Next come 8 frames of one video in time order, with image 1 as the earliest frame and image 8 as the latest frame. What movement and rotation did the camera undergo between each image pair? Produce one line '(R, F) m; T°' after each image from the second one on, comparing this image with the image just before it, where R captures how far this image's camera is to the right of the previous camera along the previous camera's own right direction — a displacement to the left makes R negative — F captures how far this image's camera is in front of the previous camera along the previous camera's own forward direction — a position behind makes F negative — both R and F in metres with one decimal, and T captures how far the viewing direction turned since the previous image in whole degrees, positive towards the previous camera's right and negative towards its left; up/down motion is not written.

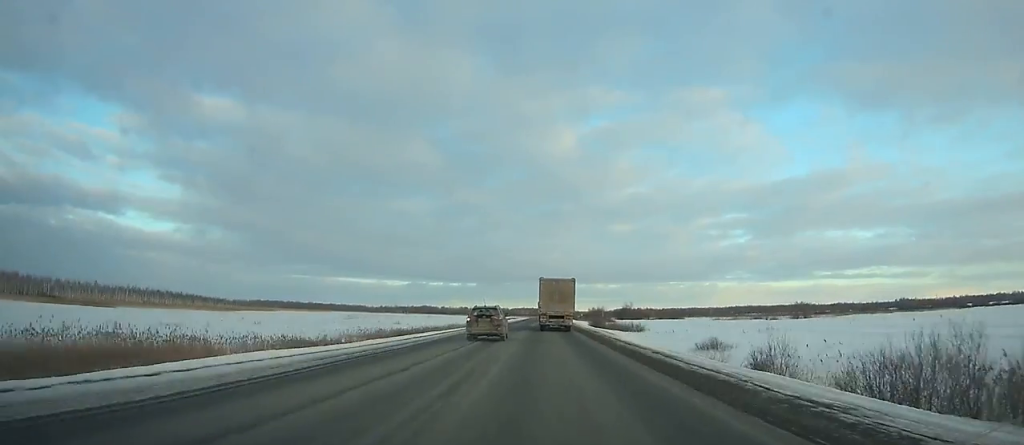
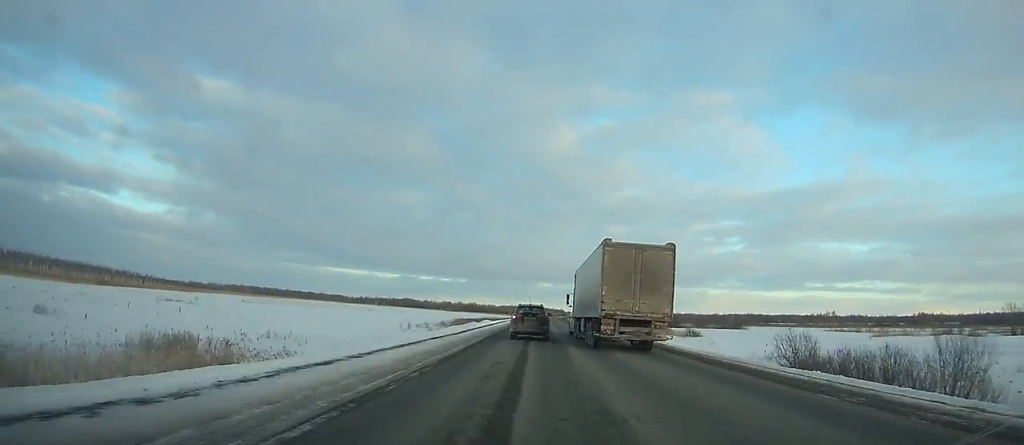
(+0.2, +92.6) m; +1°
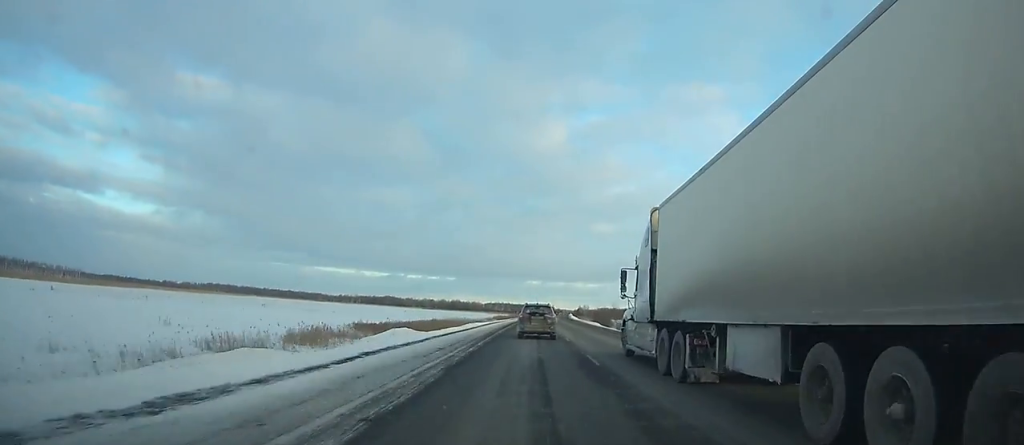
(+0.7, +74.0) m; +1°
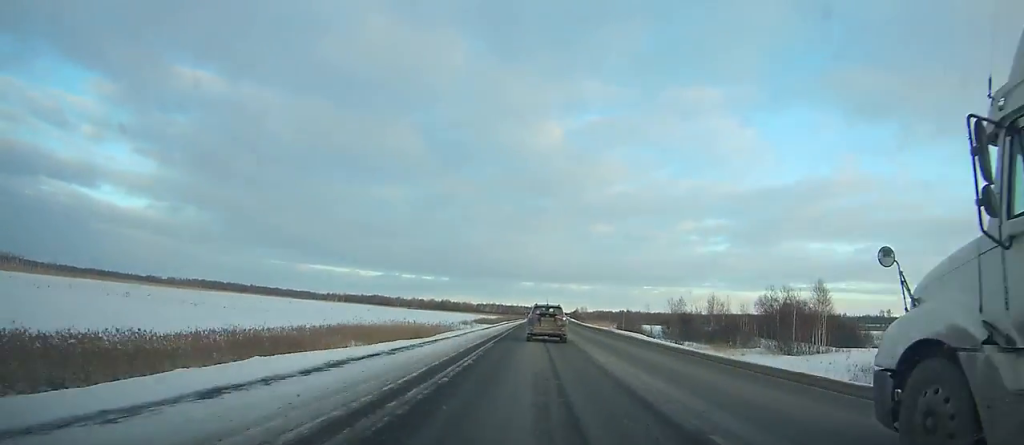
(-0.1, +45.2) m; +1°
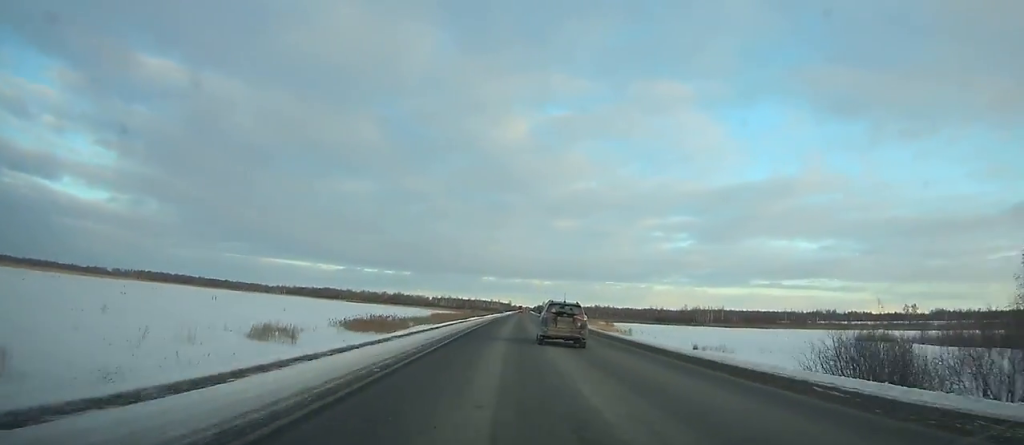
(+1.4, +76.7) m; +2°
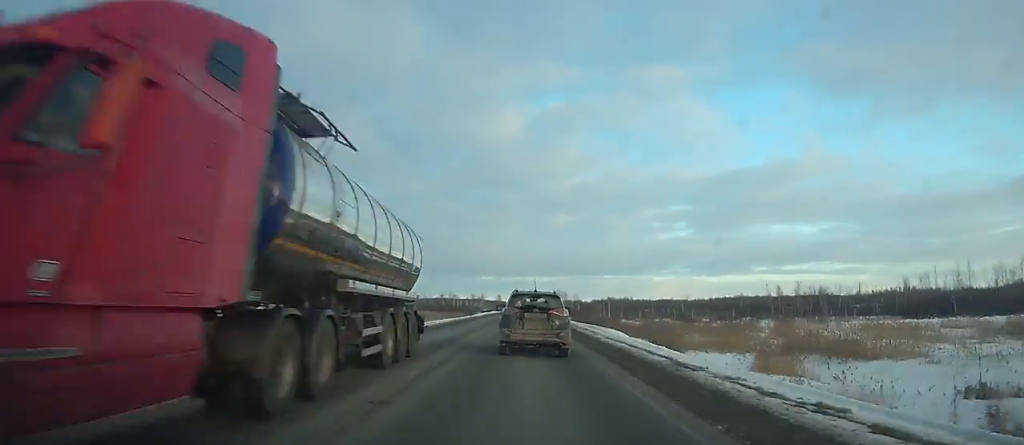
(+3.8, +184.8) m; +1°
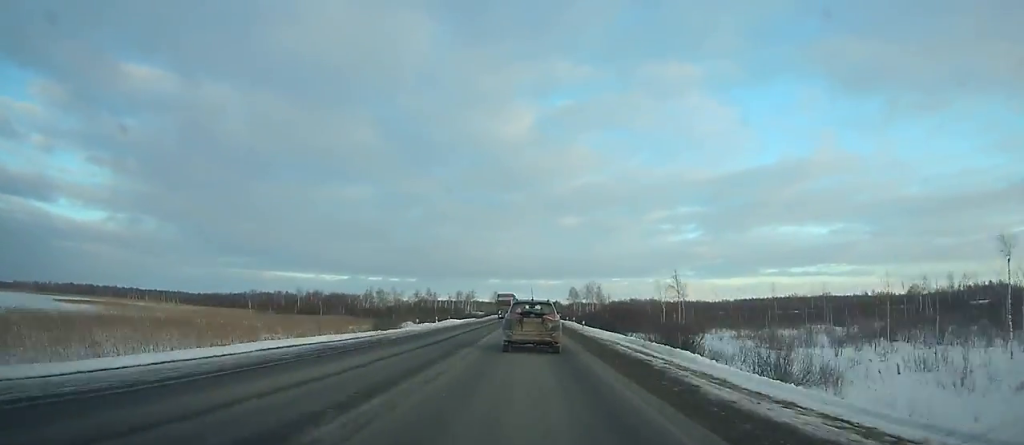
(-0.5, +128.8) m; 0°
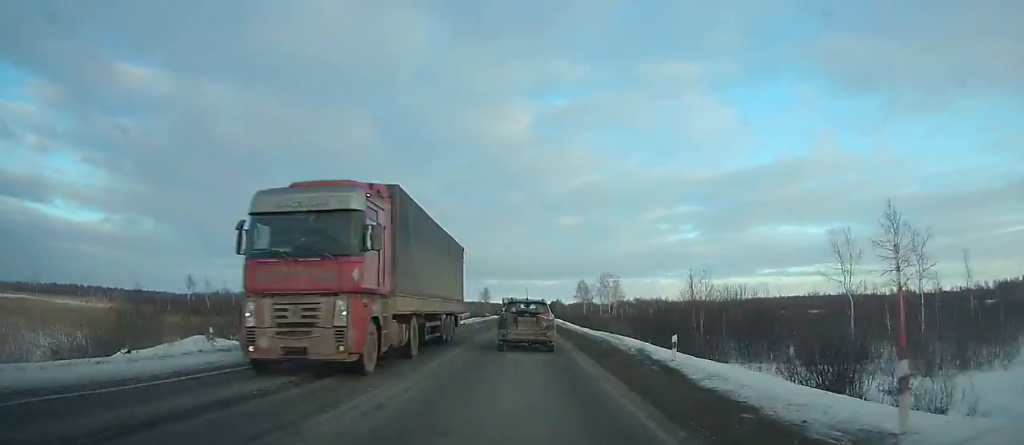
(-0.1, +47.0) m; 0°
